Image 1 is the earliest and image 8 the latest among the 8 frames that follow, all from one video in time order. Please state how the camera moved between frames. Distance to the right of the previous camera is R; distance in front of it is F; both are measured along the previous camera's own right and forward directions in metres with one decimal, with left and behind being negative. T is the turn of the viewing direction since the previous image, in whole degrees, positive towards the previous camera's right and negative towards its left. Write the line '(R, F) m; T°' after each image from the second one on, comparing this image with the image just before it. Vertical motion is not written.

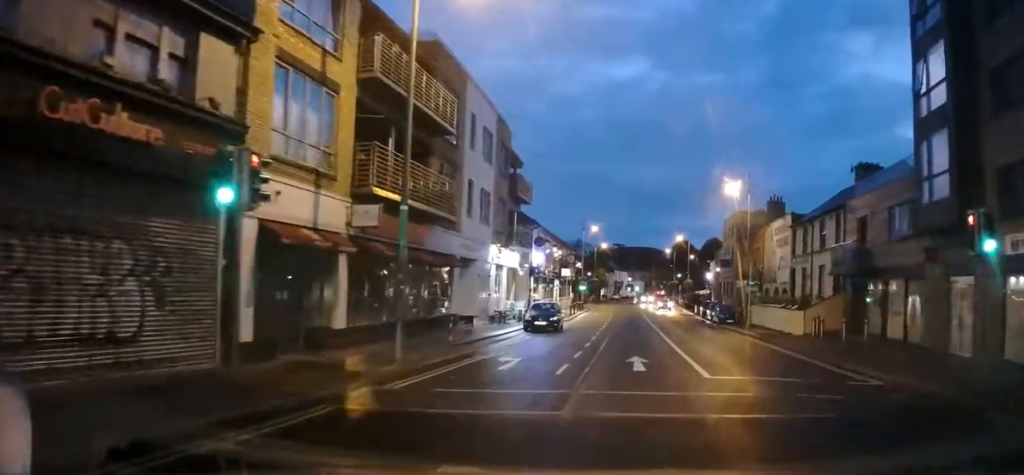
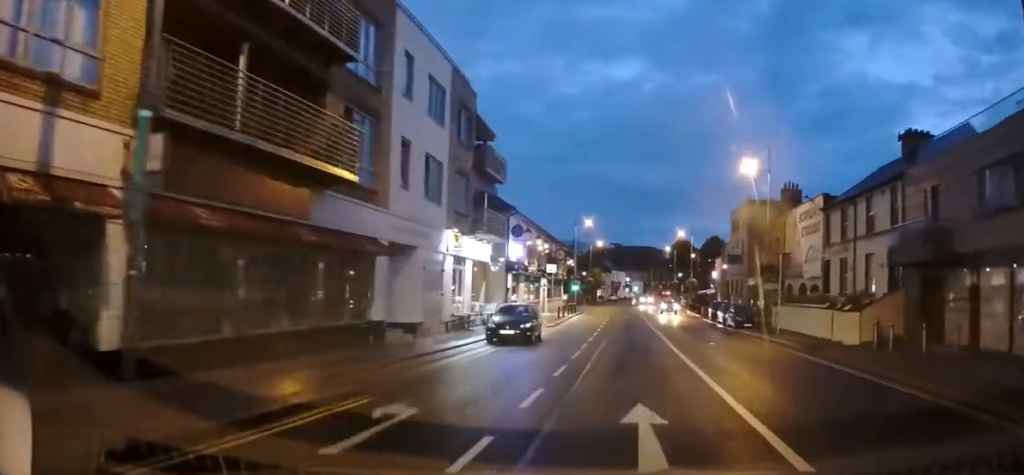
(-0.4, +7.9) m; -1°
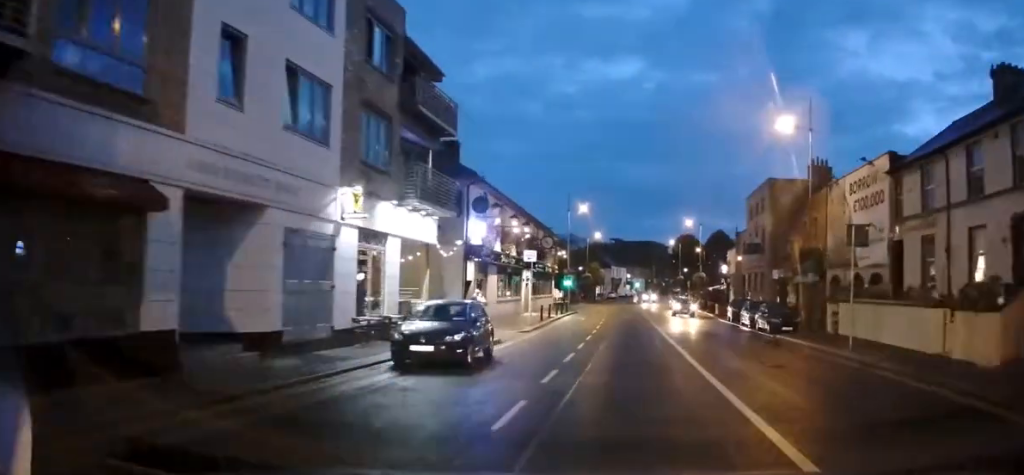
(-0.2, +9.6) m; -1°
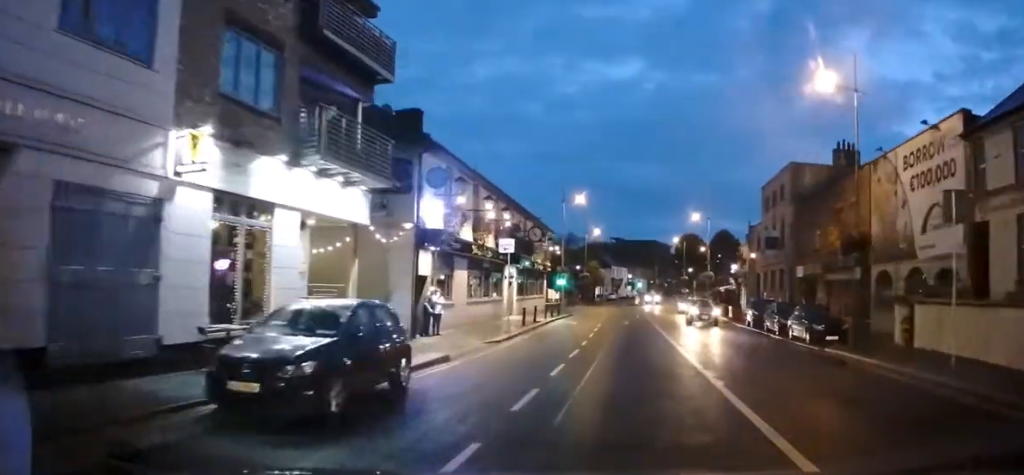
(+0.1, +6.7) m; +1°
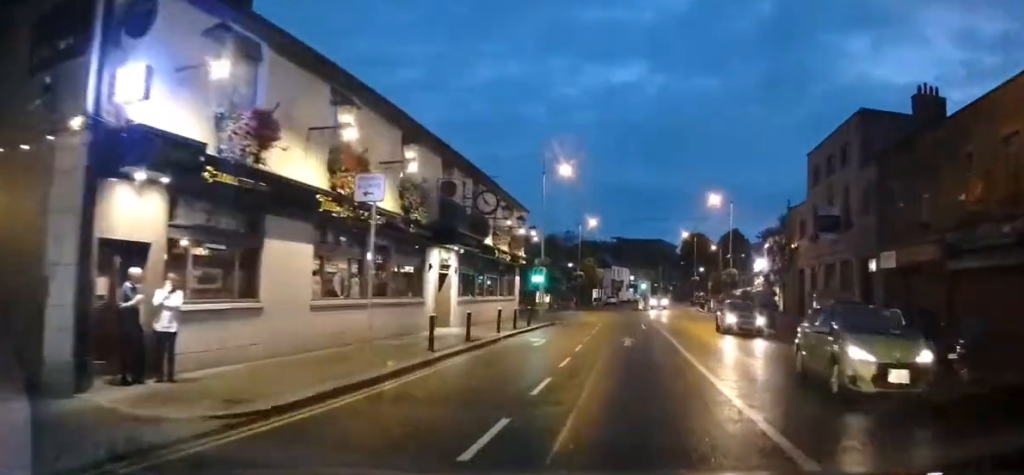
(+0.1, +14.5) m; +1°
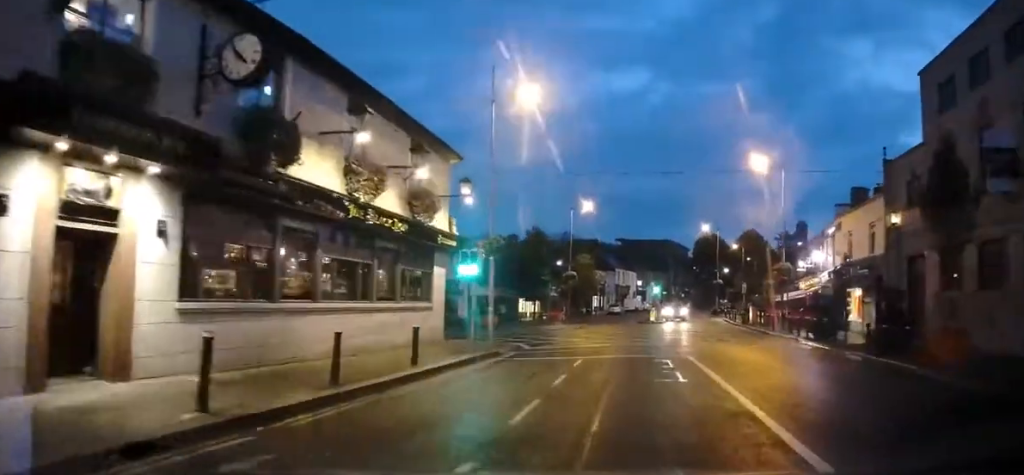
(-0.2, +17.5) m; -2°
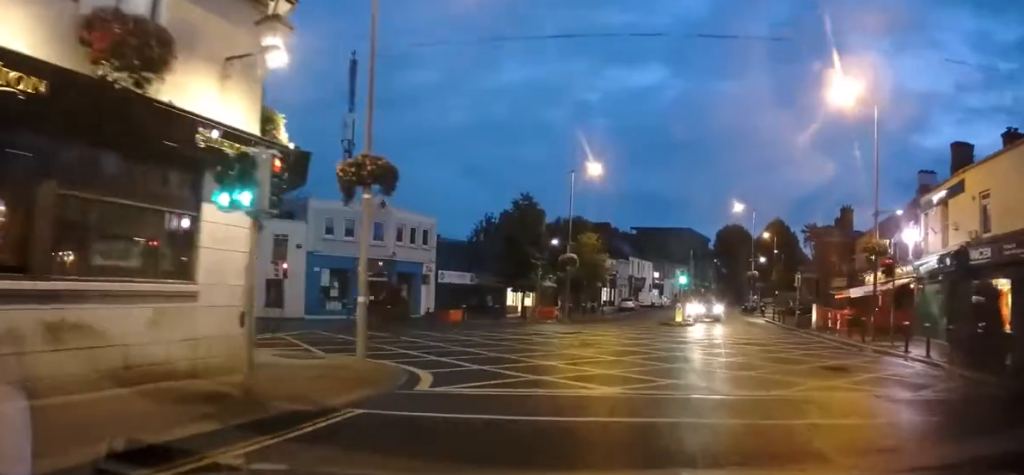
(-0.1, +13.0) m; -1°
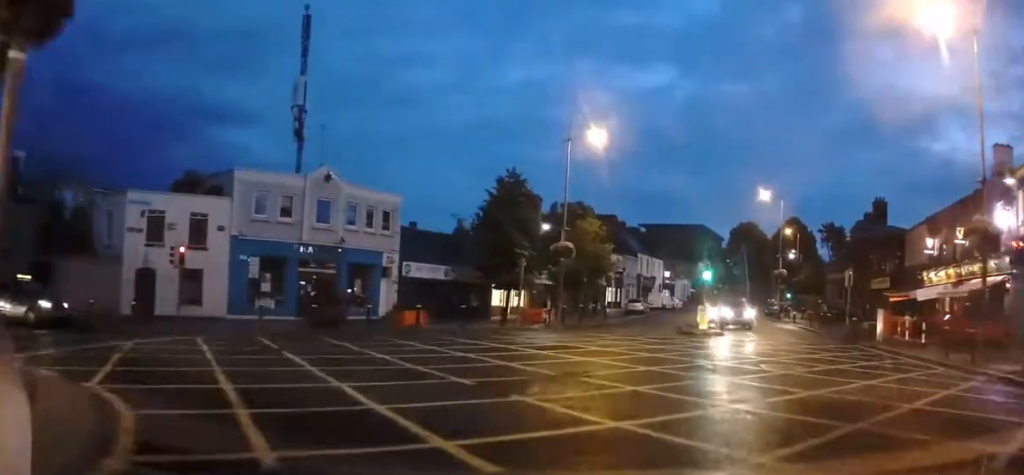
(+0.1, +8.6) m; 0°
